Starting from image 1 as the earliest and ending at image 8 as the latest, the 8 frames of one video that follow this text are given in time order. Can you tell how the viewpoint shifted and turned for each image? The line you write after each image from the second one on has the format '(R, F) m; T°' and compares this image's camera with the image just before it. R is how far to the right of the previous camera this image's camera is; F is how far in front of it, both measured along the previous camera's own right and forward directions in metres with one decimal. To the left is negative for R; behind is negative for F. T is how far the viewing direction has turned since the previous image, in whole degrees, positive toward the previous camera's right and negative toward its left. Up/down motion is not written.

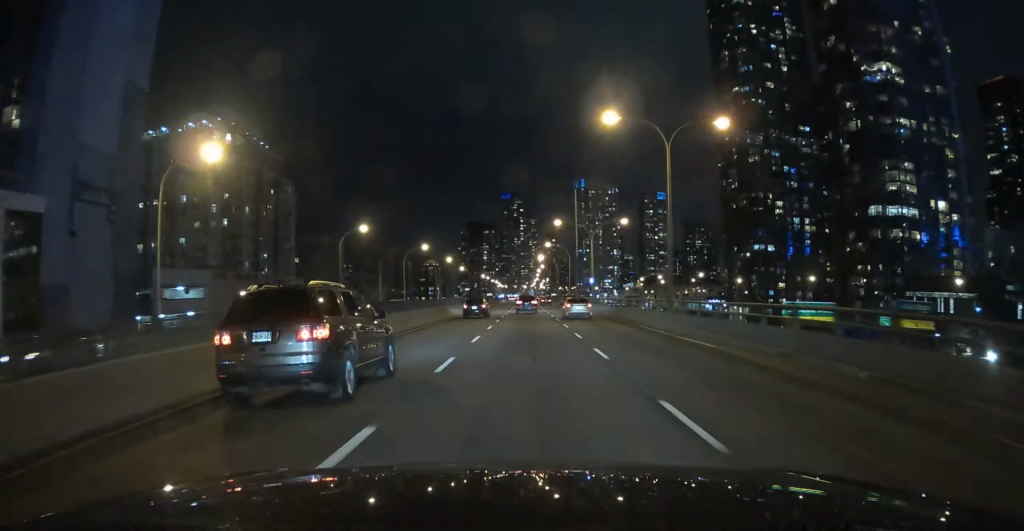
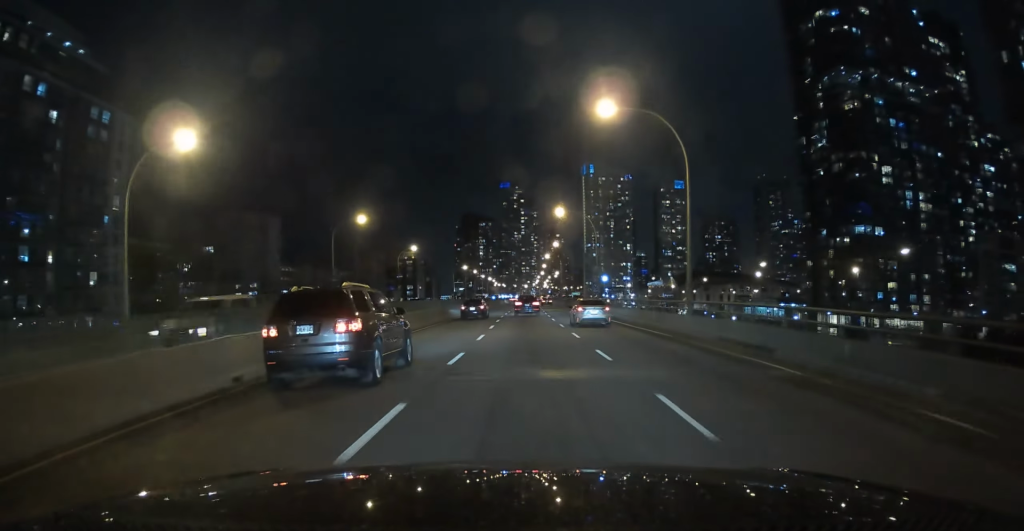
(-1.5, +76.9) m; -1°
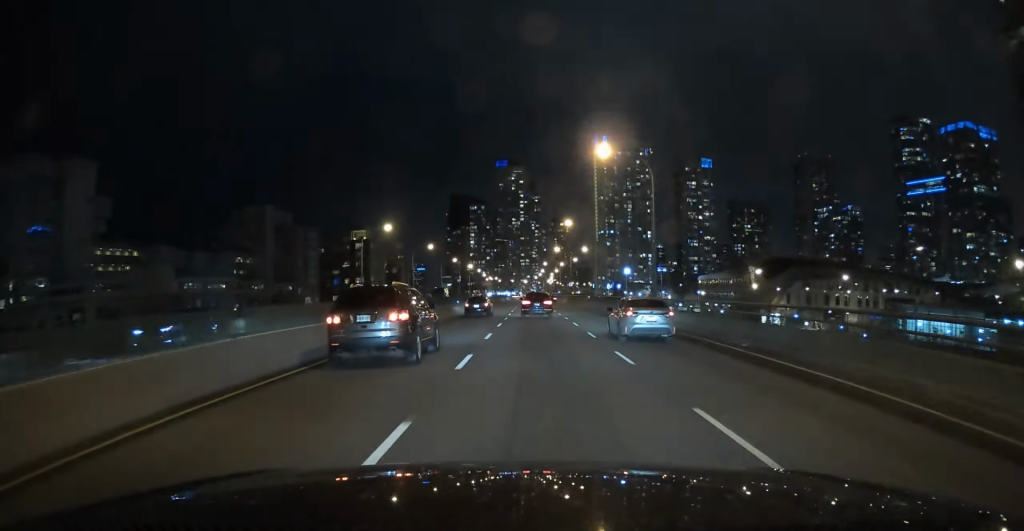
(+1.7, +95.8) m; +2°
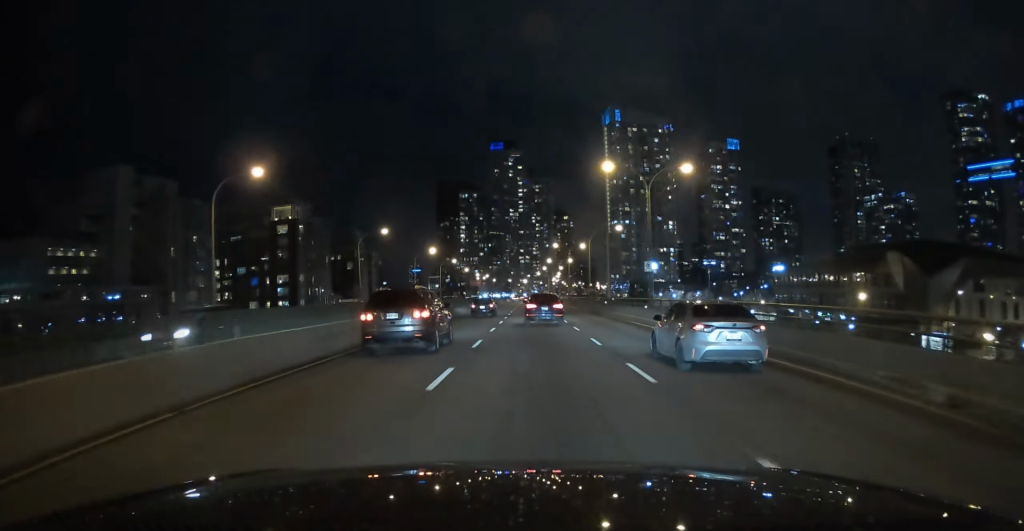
(+1.5, +72.9) m; 0°
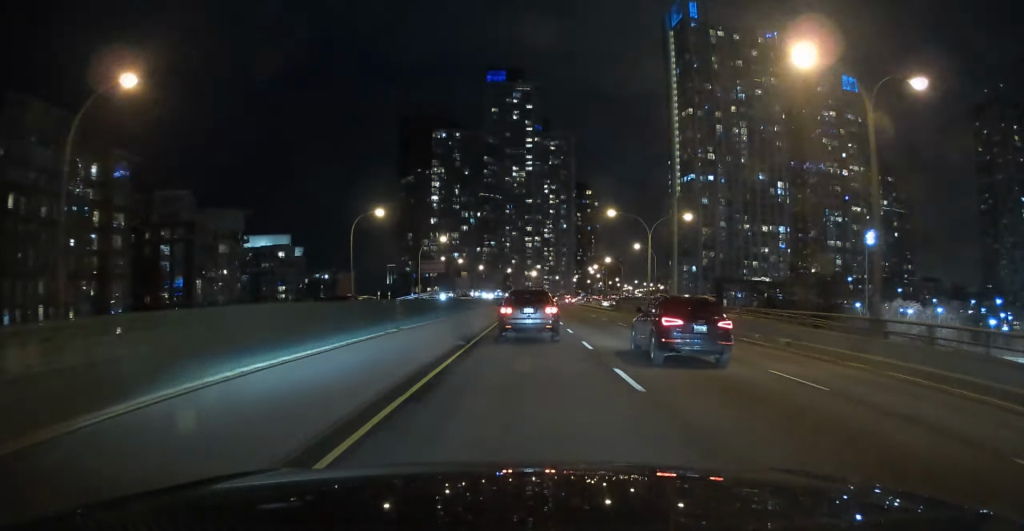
(-3.4, +163.5) m; -1°
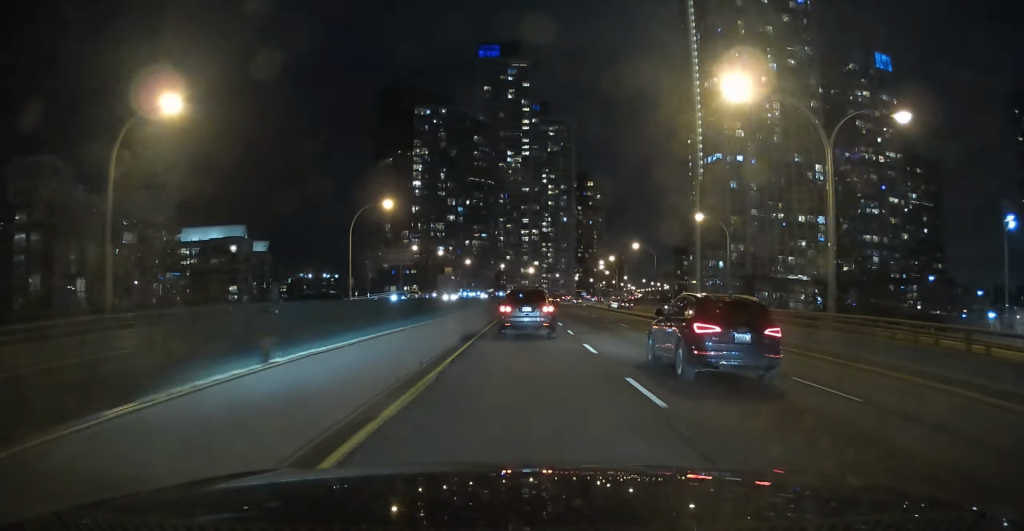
(+0.2, +36.0) m; +1°
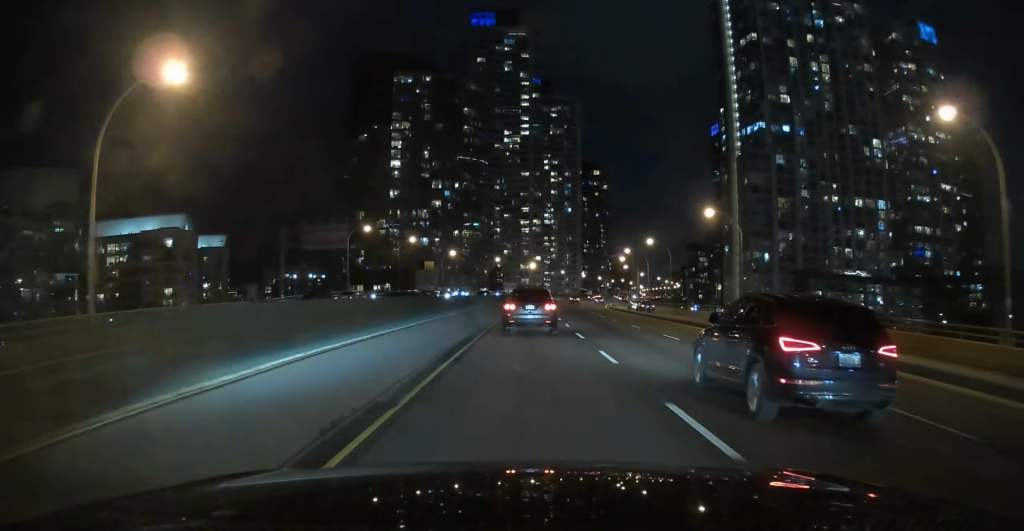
(+0.2, +37.6) m; +1°
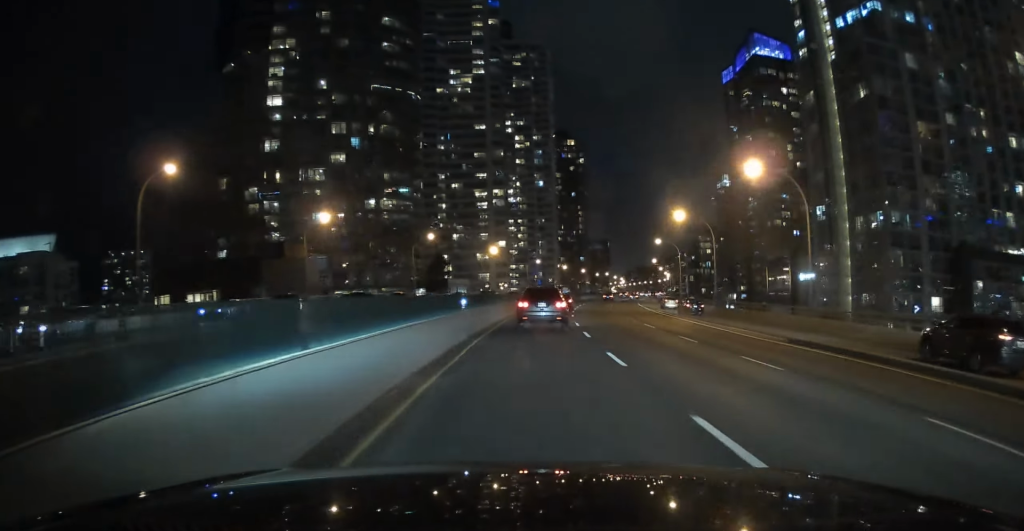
(+0.9, +73.1) m; +3°
